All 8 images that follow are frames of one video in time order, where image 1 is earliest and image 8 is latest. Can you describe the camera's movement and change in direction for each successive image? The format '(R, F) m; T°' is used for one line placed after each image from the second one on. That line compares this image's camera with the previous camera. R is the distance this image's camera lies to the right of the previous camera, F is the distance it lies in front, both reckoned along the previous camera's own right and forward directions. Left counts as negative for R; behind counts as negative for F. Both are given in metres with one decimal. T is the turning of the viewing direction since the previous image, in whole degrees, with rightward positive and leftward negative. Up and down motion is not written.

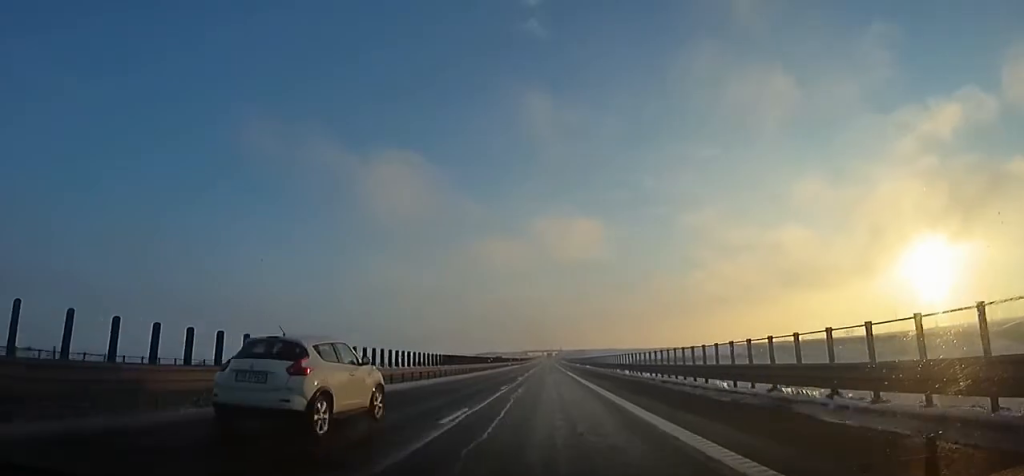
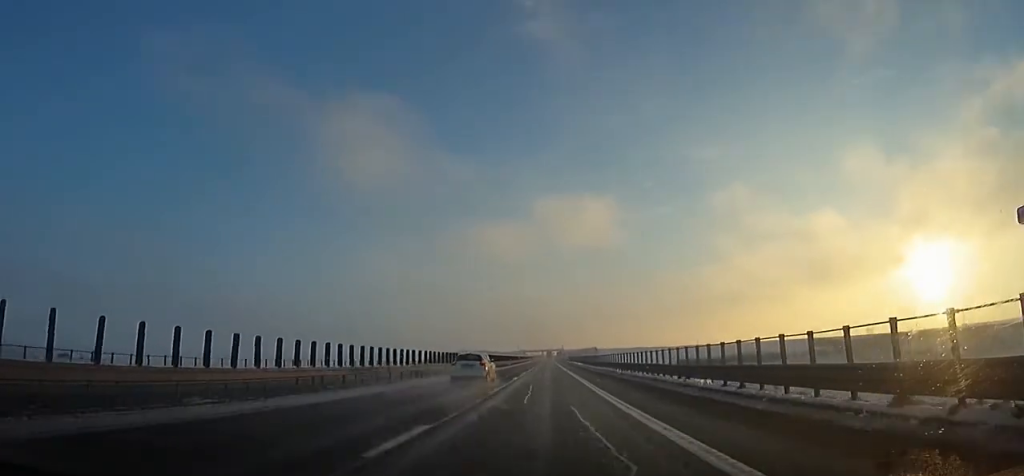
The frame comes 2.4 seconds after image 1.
(-0.7, +75.4) m; 0°
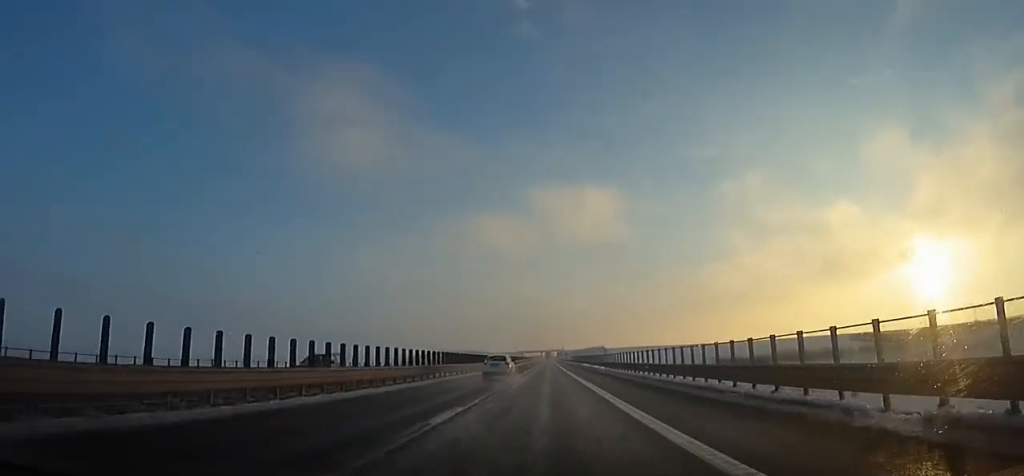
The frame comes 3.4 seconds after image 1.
(-0.3, +32.4) m; 0°
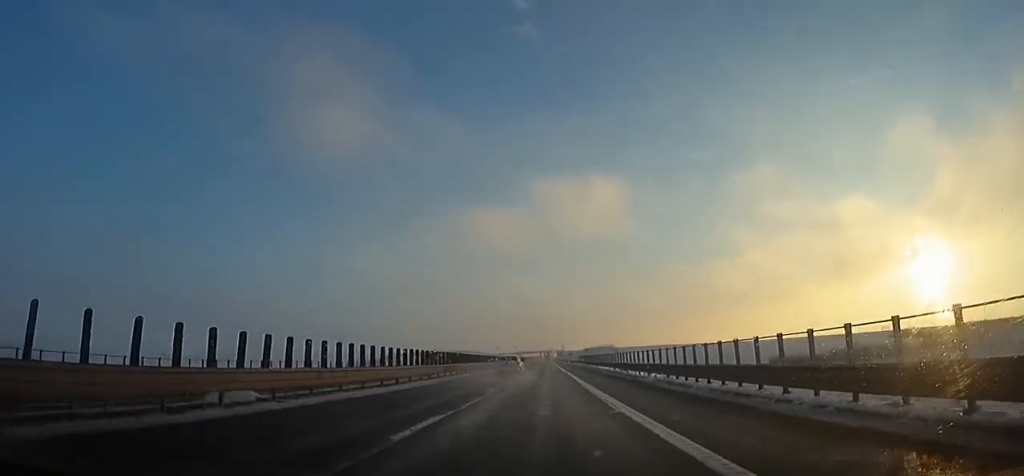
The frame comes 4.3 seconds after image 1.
(+0.4, +26.2) m; 0°
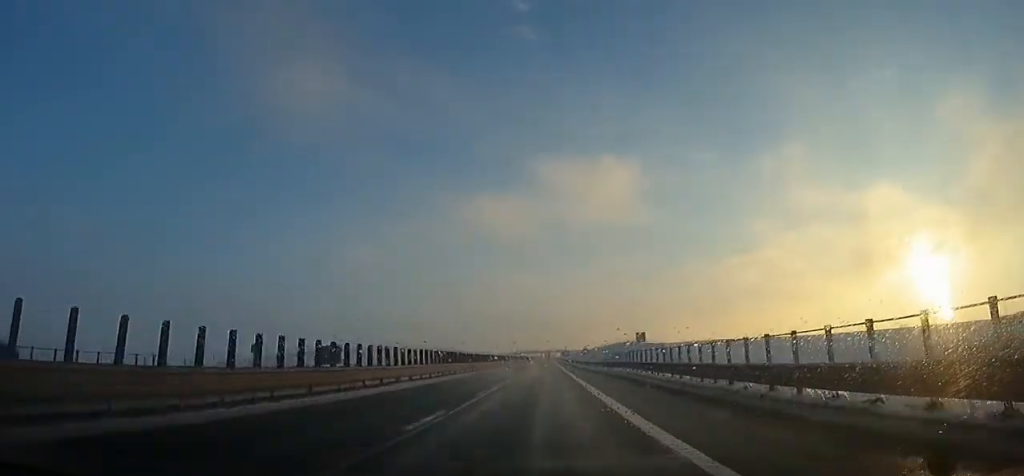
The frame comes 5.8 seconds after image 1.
(+0.3, +47.2) m; 0°
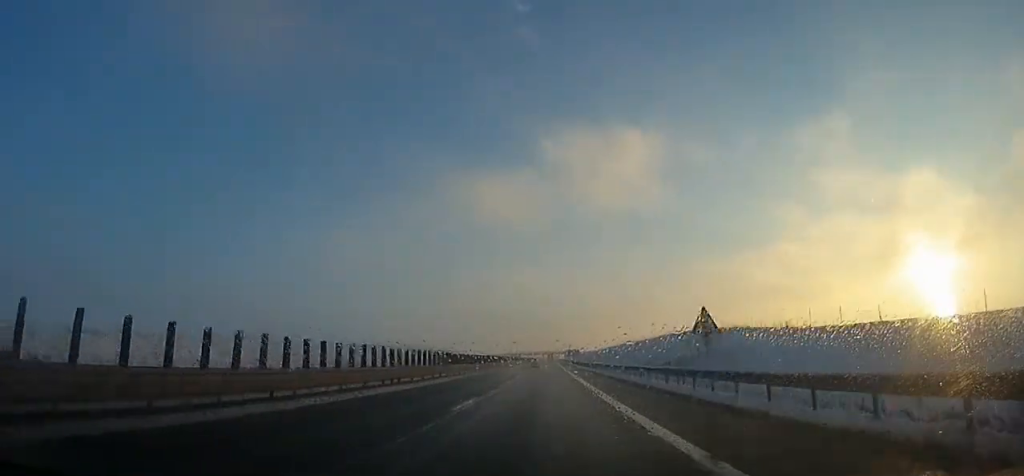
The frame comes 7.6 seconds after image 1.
(-0.1, +56.7) m; 0°
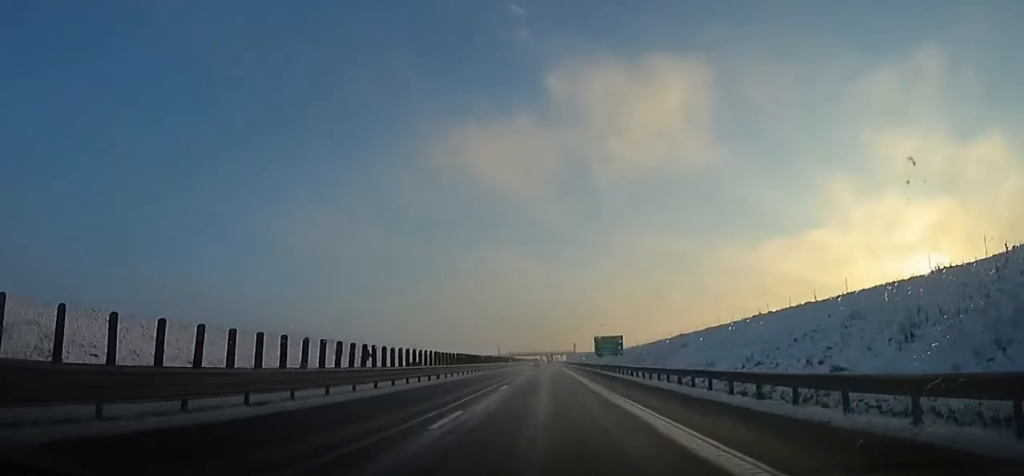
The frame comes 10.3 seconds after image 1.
(-0.8, +84.5) m; -1°
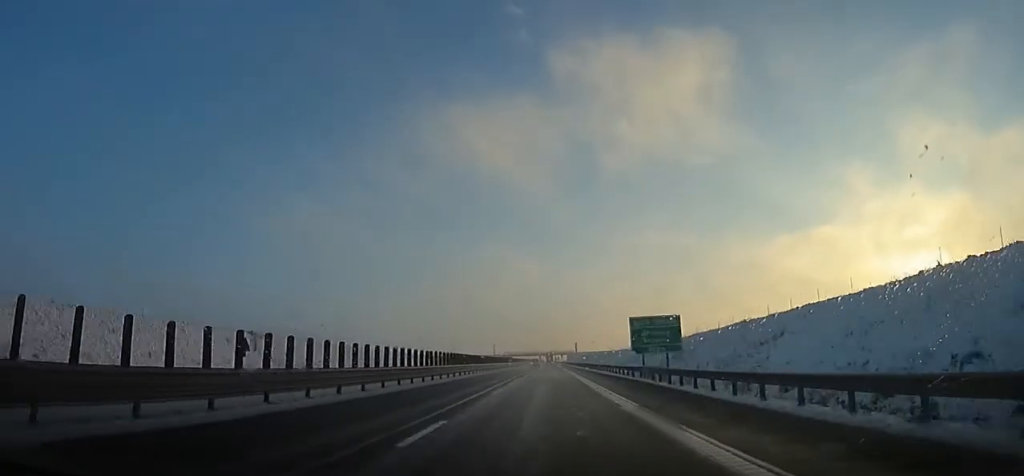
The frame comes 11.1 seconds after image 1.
(-0.5, +26.0) m; 0°
